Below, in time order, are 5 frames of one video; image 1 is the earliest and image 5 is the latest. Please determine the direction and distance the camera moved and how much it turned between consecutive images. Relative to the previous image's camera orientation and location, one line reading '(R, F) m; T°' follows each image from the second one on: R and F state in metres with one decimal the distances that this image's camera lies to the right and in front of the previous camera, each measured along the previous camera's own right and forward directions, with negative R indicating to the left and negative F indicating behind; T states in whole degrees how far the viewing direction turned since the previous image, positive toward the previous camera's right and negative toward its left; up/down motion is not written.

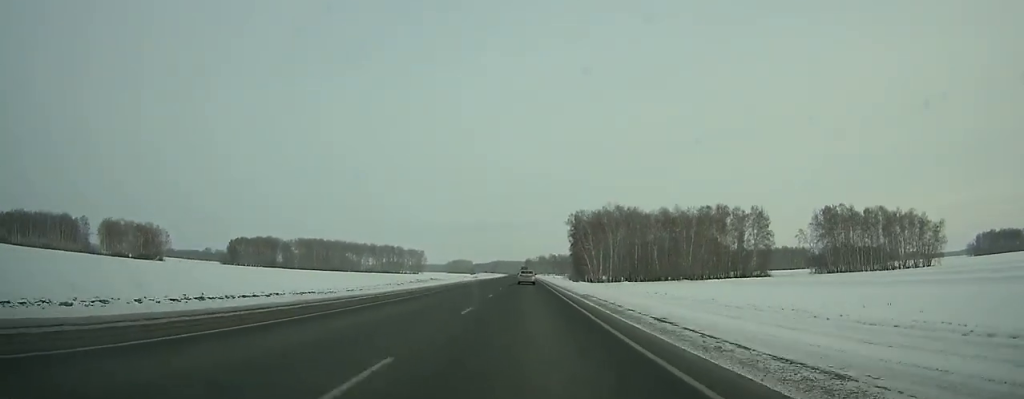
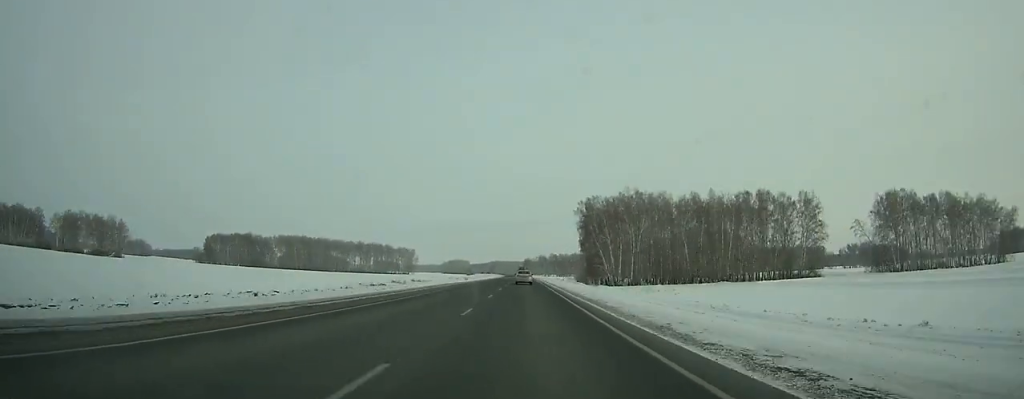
(0.0, +35.9) m; 0°
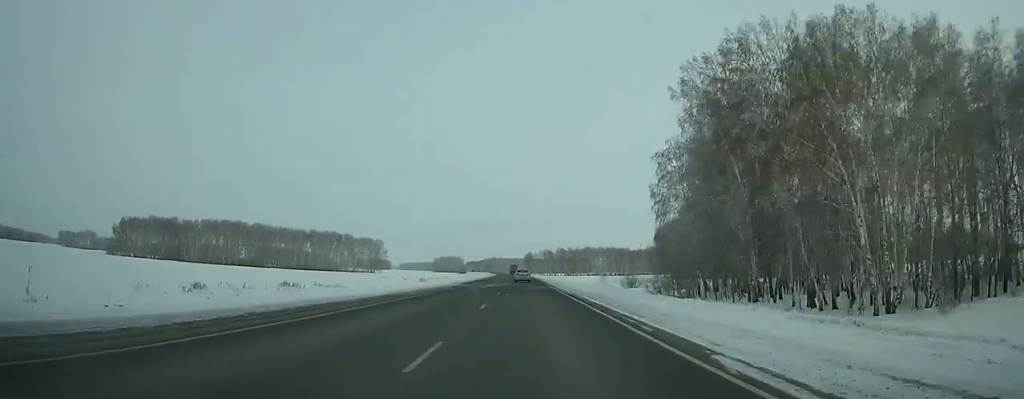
(0.0, +107.7) m; 0°
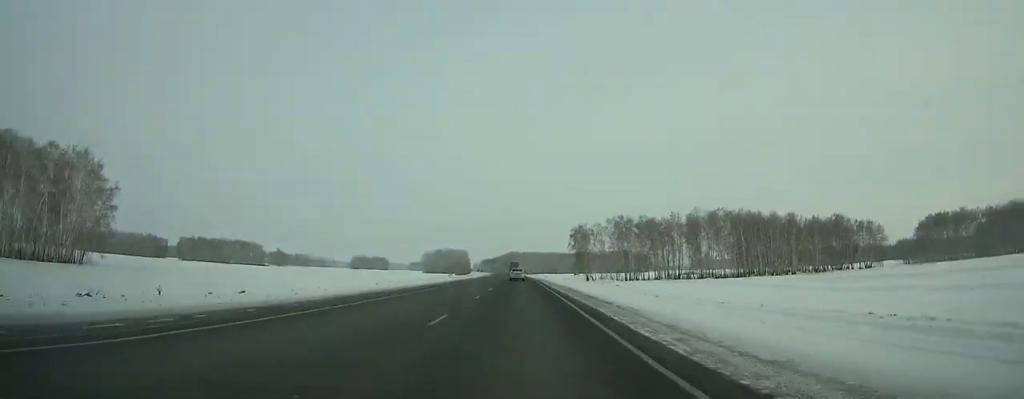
(-6.2, +263.0) m; -3°
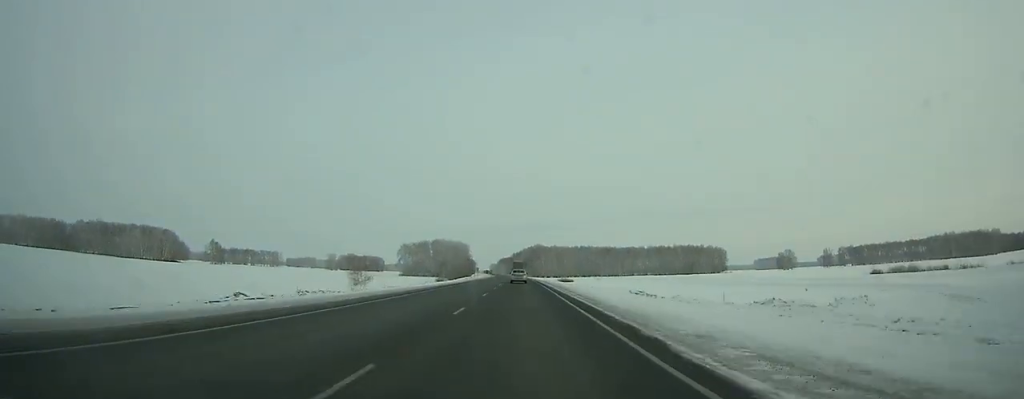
(-3.3, +187.4) m; -2°
